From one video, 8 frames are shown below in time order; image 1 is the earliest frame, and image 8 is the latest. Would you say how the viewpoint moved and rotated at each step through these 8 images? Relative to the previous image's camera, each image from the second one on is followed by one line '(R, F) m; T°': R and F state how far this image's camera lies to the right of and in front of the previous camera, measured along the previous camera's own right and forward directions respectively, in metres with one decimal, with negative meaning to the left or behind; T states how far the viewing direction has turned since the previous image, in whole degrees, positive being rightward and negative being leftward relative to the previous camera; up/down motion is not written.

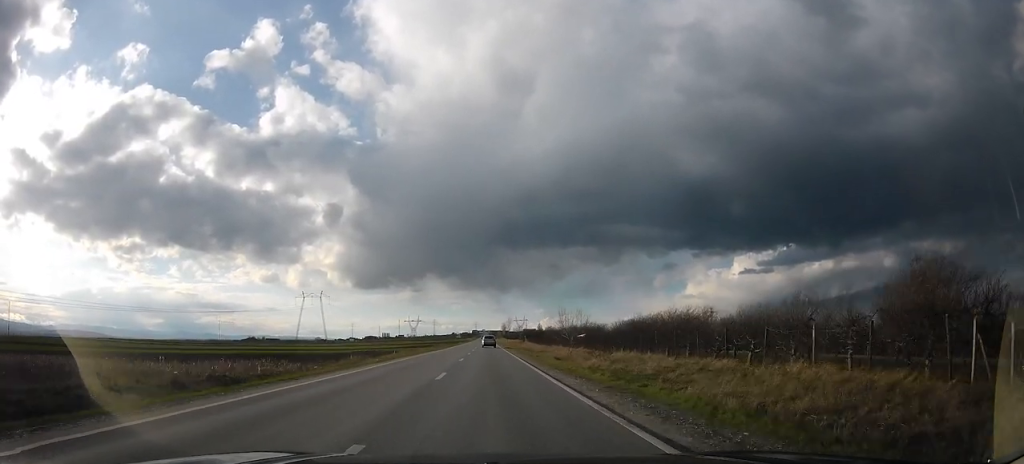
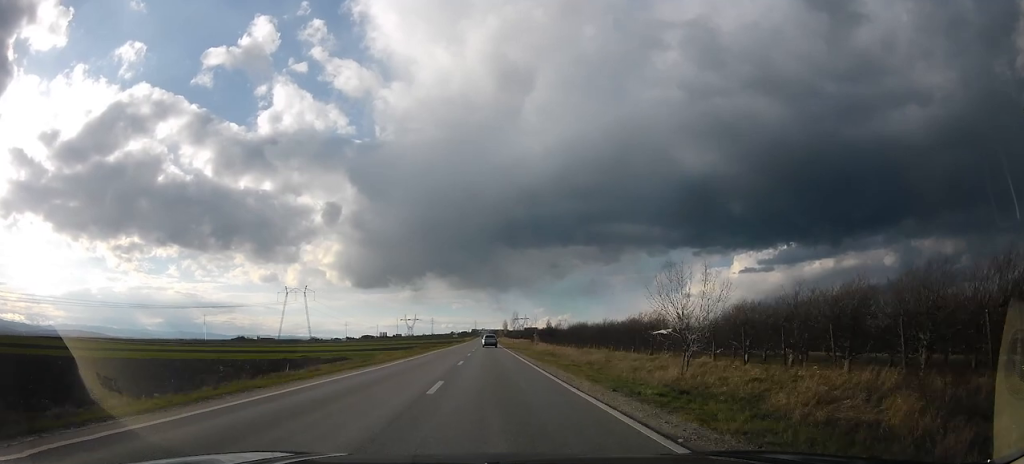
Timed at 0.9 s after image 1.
(-0.1, +26.7) m; 0°
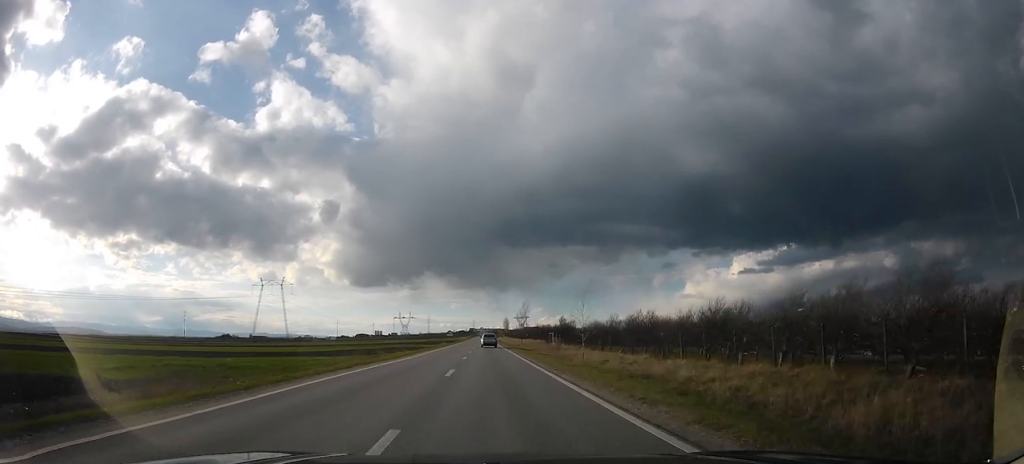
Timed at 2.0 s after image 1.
(+0.3, +30.6) m; +1°
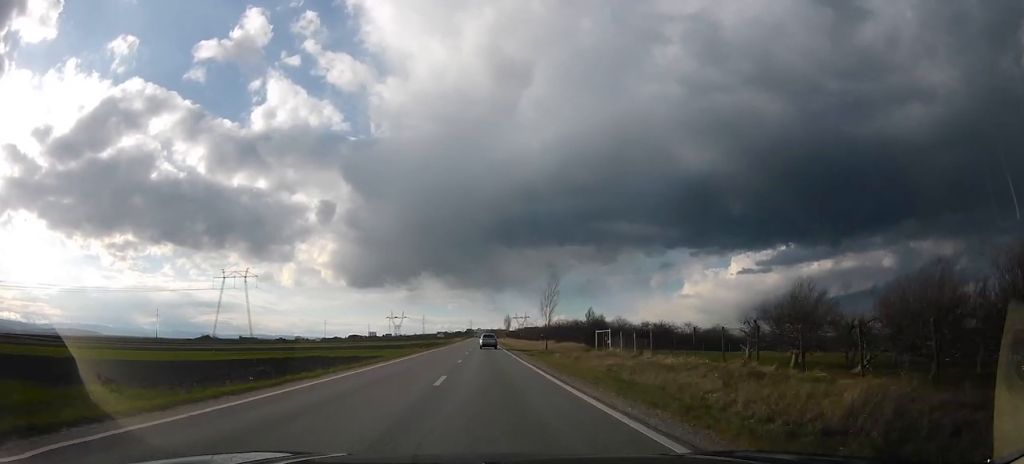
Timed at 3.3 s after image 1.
(+0.3, +37.5) m; 0°
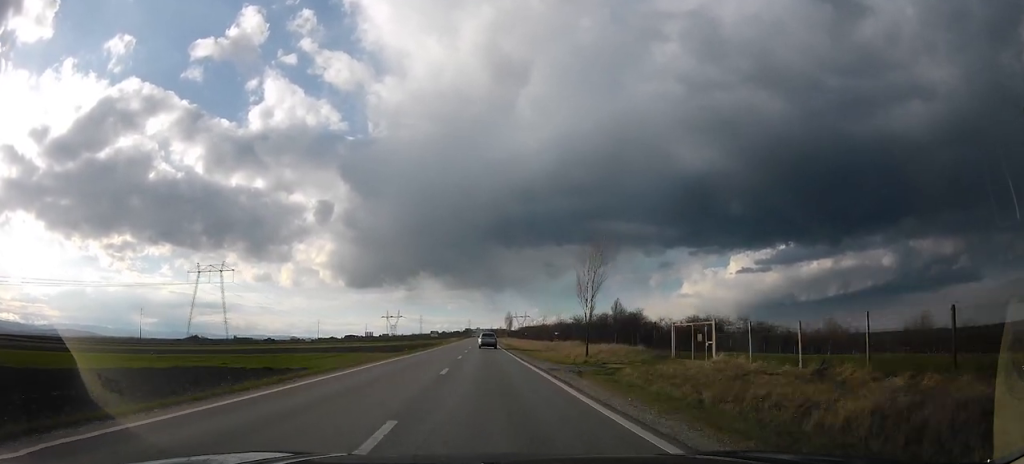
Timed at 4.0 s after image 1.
(-0.2, +20.3) m; 0°
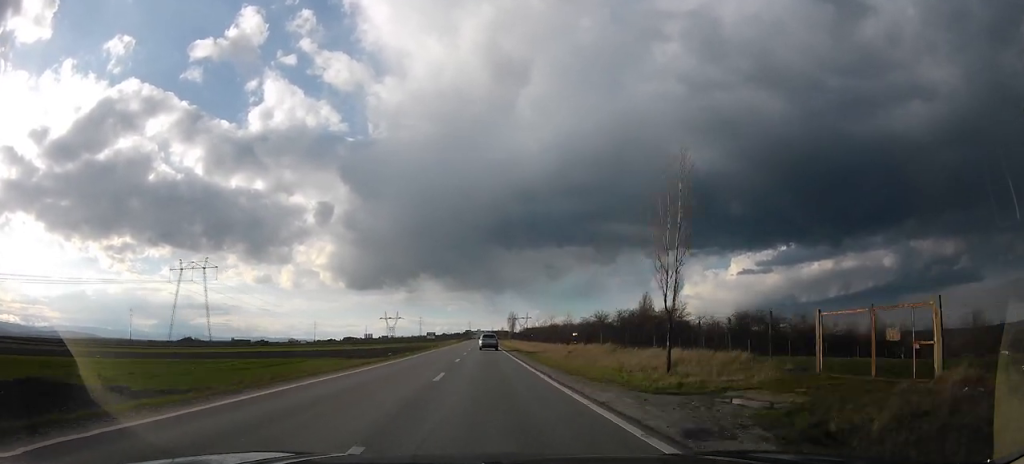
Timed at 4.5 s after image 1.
(-0.3, +13.5) m; 0°
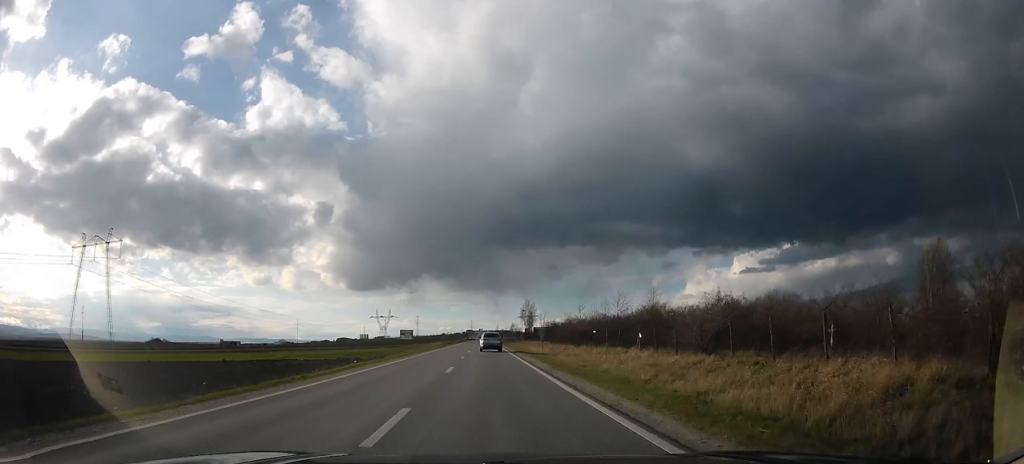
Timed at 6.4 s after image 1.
(0.0, +55.8) m; -2°
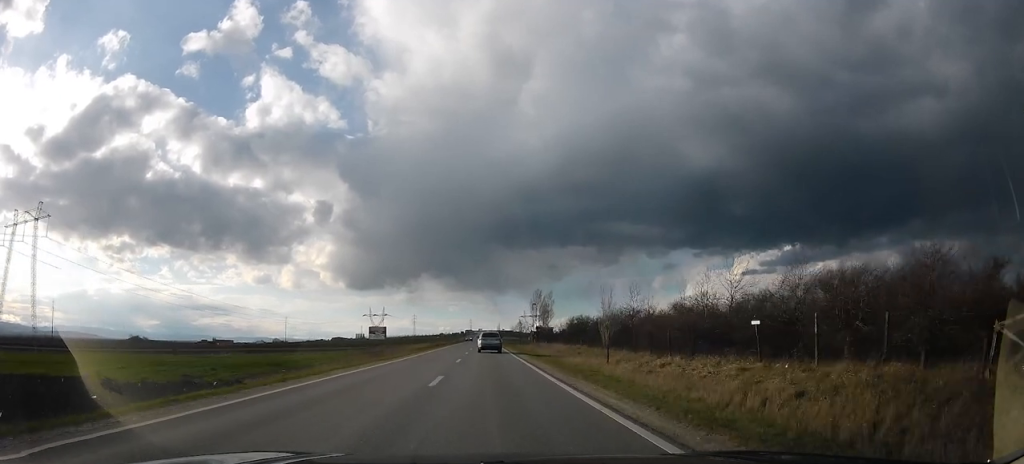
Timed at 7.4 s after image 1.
(-0.5, +28.7) m; +1°
